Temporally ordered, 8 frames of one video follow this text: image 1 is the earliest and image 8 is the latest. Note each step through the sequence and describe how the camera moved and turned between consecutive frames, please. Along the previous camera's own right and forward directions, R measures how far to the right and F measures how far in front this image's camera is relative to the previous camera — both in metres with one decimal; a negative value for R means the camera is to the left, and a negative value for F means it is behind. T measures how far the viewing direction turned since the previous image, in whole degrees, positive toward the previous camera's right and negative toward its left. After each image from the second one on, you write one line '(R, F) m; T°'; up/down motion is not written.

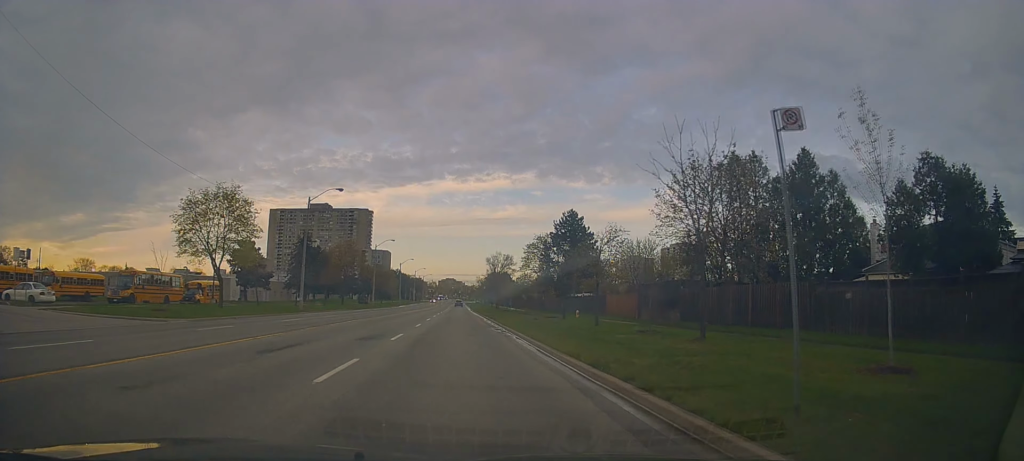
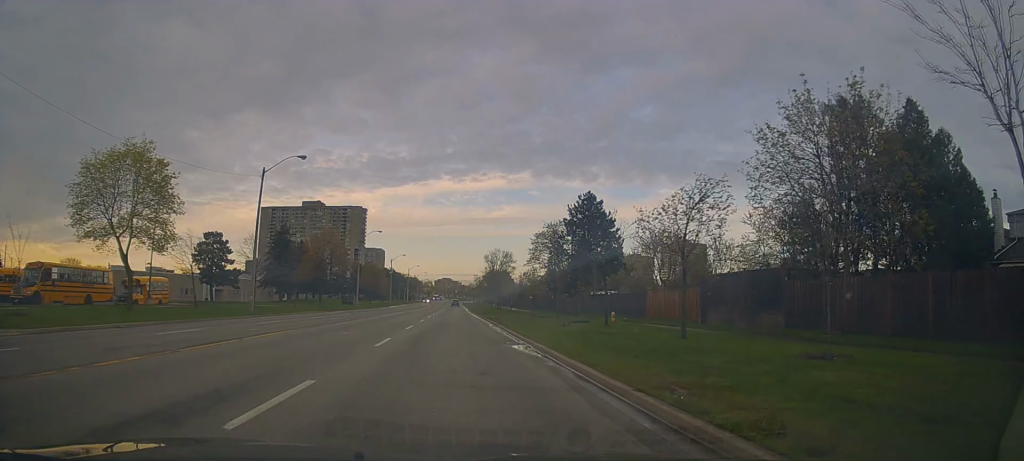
(0.0, +12.4) m; 0°
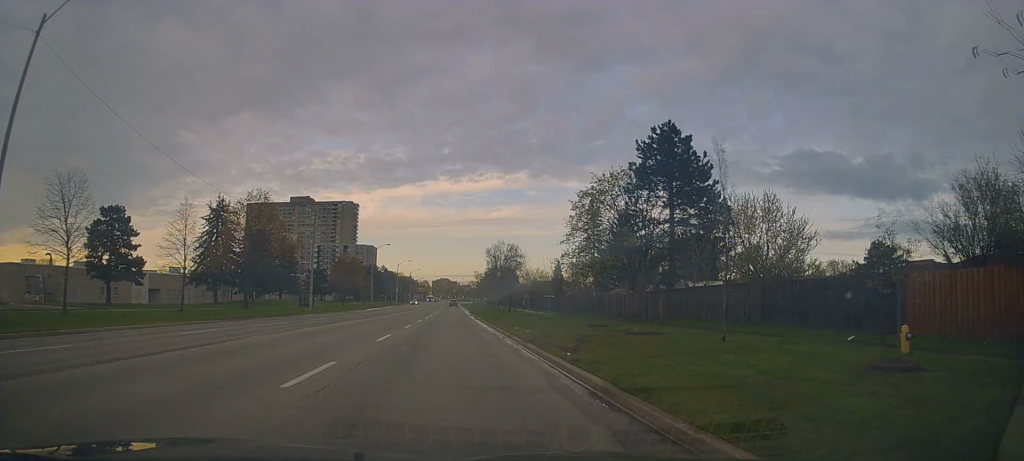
(+0.2, +25.8) m; +1°
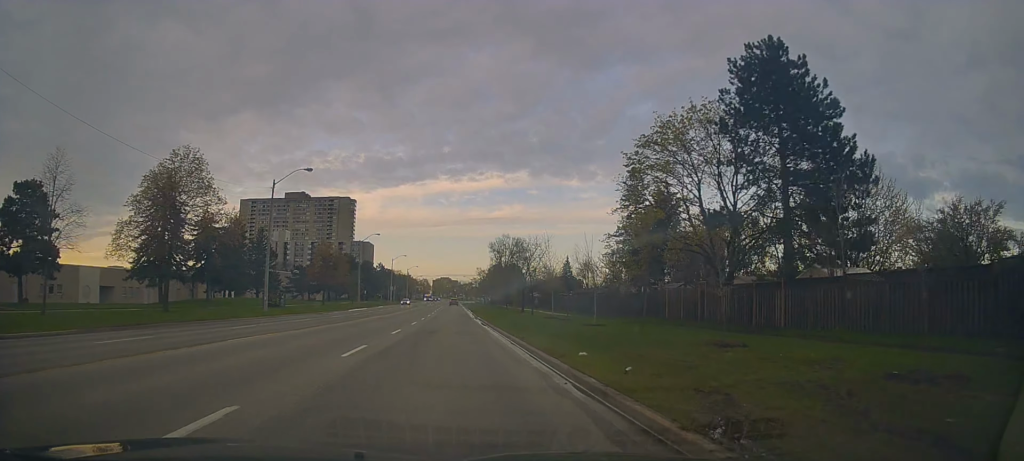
(+0.1, +14.1) m; 0°
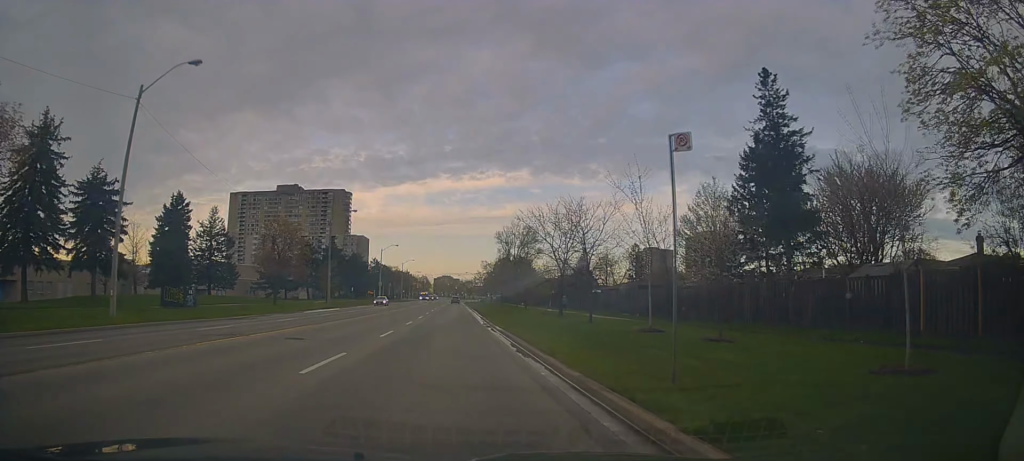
(-0.3, +22.0) m; -1°
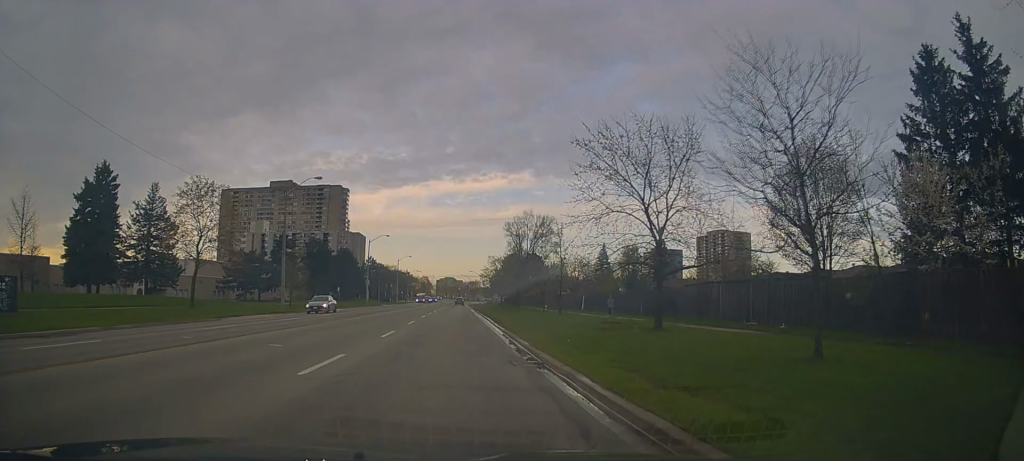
(+0.2, +19.3) m; 0°
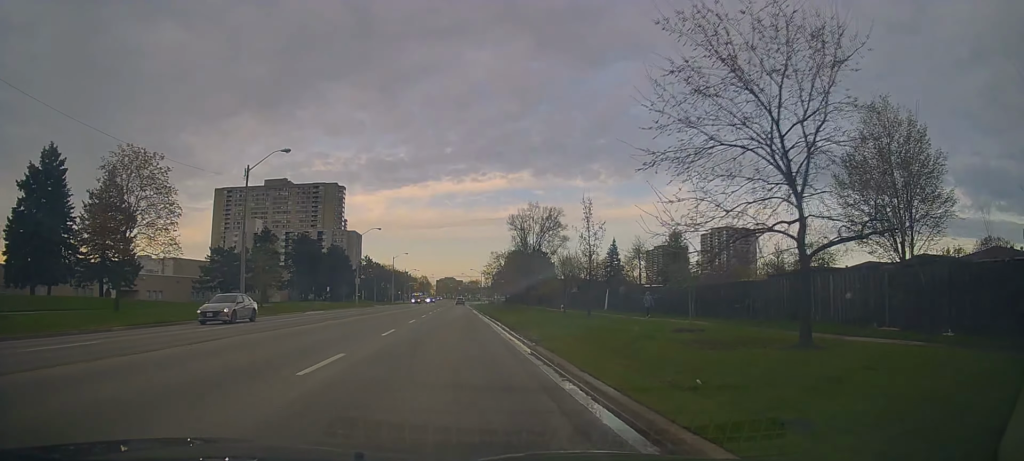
(+0.1, +9.4) m; 0°
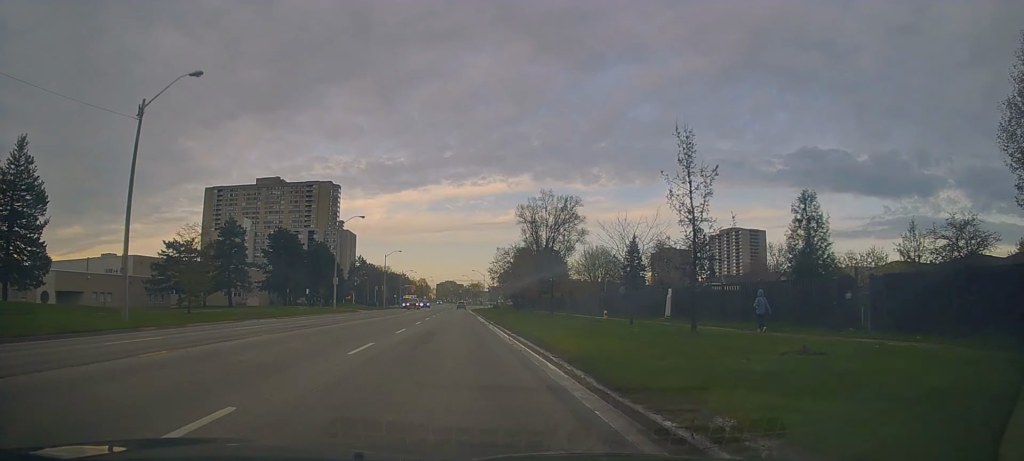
(-0.3, +14.9) m; 0°
